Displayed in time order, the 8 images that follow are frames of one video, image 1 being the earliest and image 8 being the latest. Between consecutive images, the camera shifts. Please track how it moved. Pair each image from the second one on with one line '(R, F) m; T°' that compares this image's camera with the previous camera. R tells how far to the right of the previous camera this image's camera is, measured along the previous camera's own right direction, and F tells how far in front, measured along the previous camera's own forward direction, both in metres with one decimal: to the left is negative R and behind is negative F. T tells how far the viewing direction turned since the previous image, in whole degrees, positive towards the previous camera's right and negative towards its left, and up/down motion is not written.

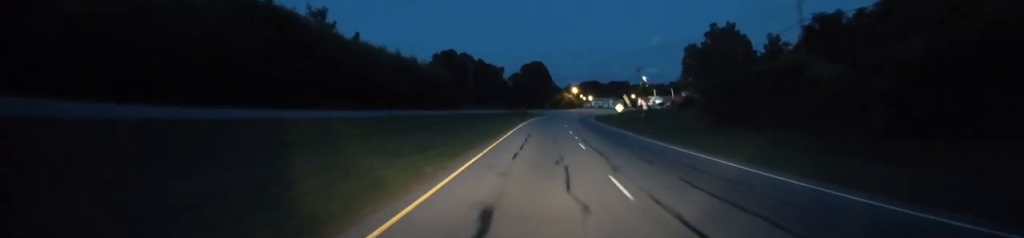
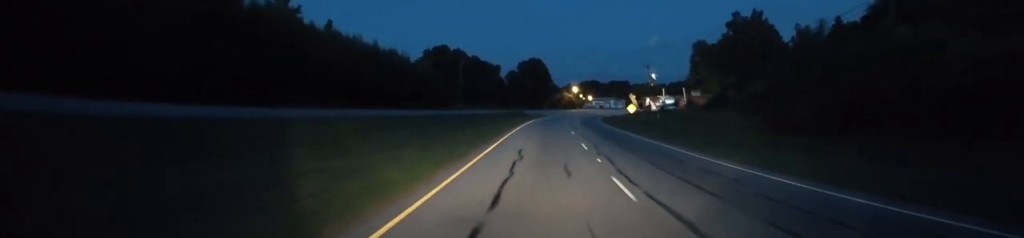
(0.0, +12.3) m; 0°
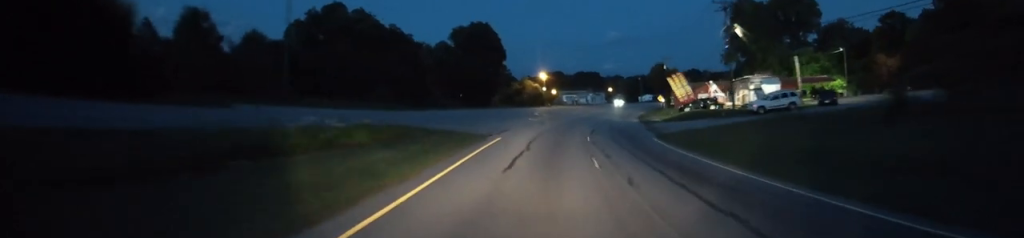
(+1.1, +66.5) m; +3°
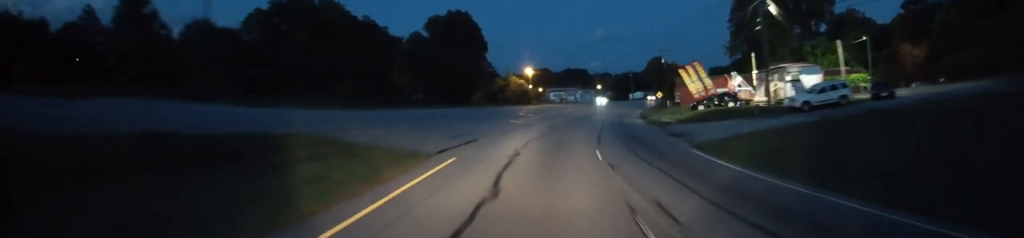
(+0.3, +11.3) m; +1°
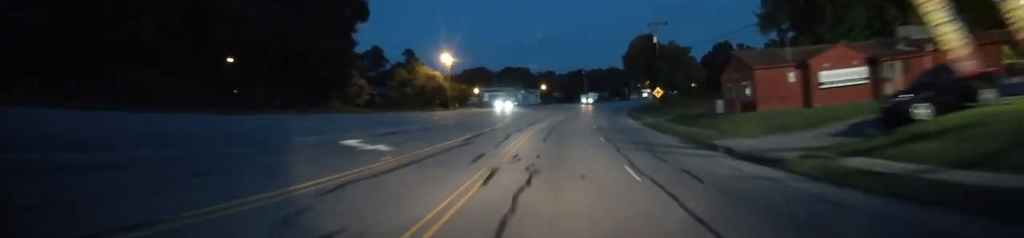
(+1.5, +38.5) m; +5°
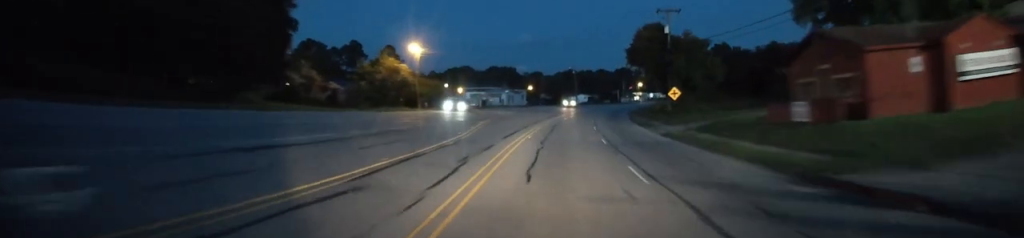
(+0.3, +12.7) m; +2°
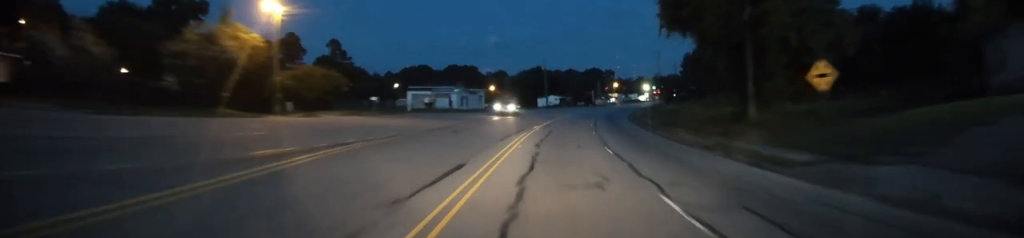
(+1.0, +28.9) m; +4°
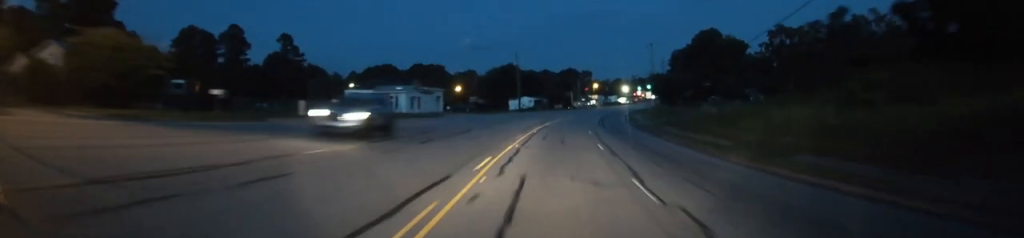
(+0.5, +22.0) m; +3°
